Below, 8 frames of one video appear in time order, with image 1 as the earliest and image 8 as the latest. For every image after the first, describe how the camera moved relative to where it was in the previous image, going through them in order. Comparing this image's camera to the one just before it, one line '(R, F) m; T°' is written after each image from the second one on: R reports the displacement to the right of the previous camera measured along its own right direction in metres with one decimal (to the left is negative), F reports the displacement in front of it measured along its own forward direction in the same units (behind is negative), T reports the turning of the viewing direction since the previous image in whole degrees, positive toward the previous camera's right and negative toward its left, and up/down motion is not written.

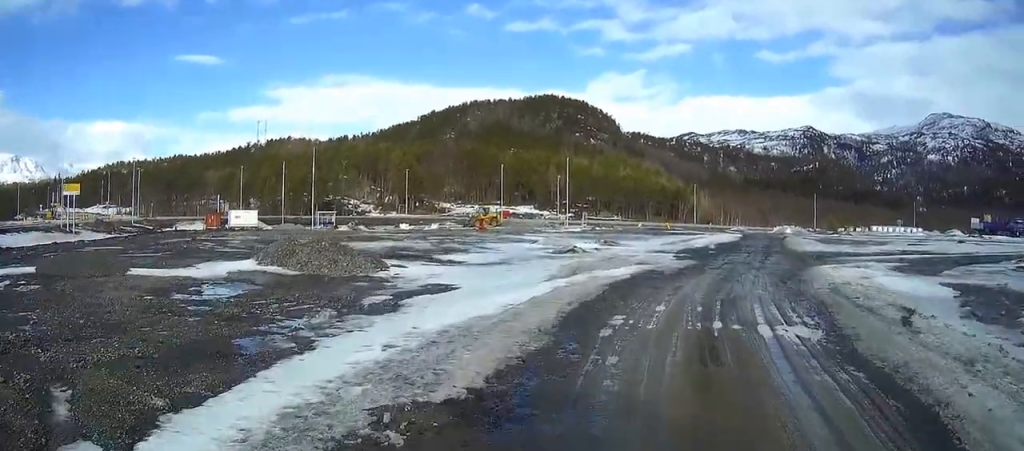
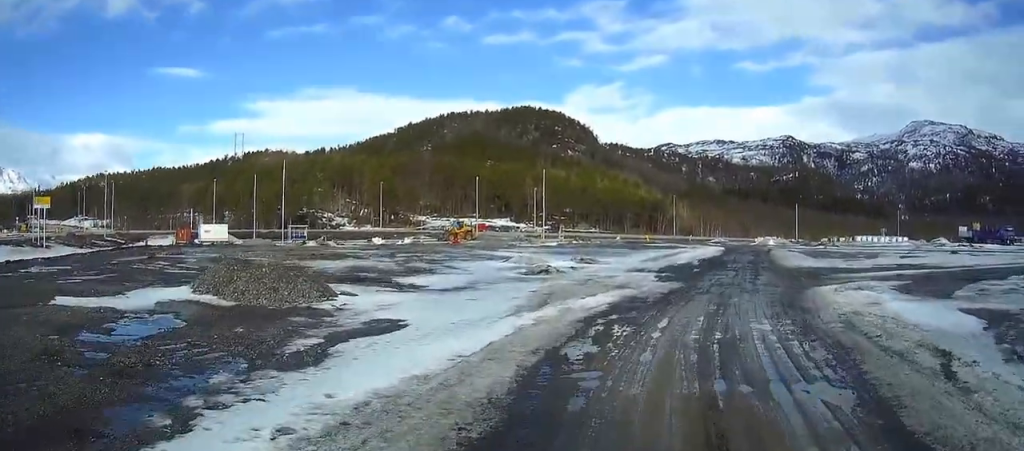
(0.0, +2.4) m; +3°
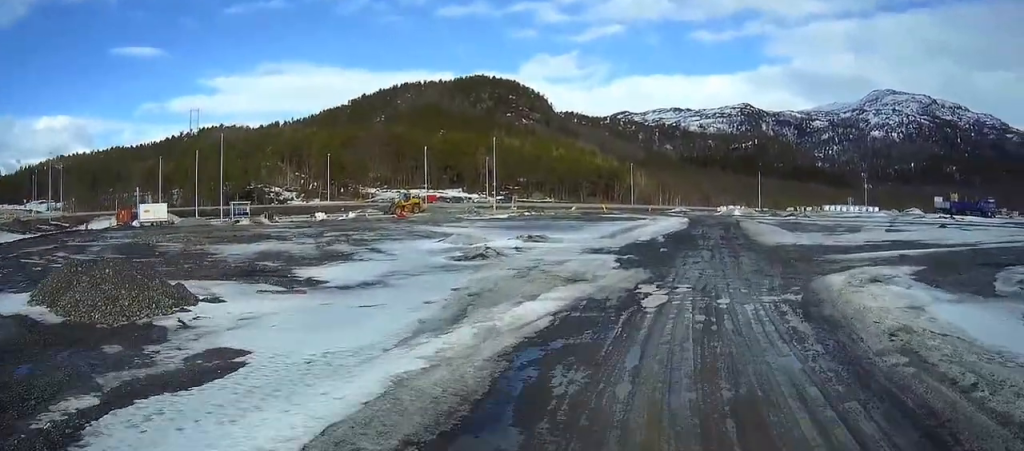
(+0.3, +5.0) m; +5°
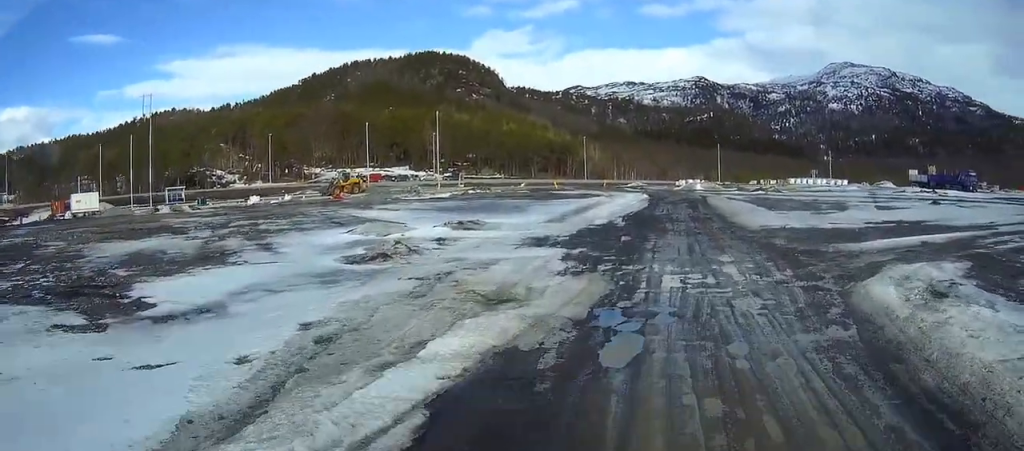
(+0.2, +6.3) m; +4°
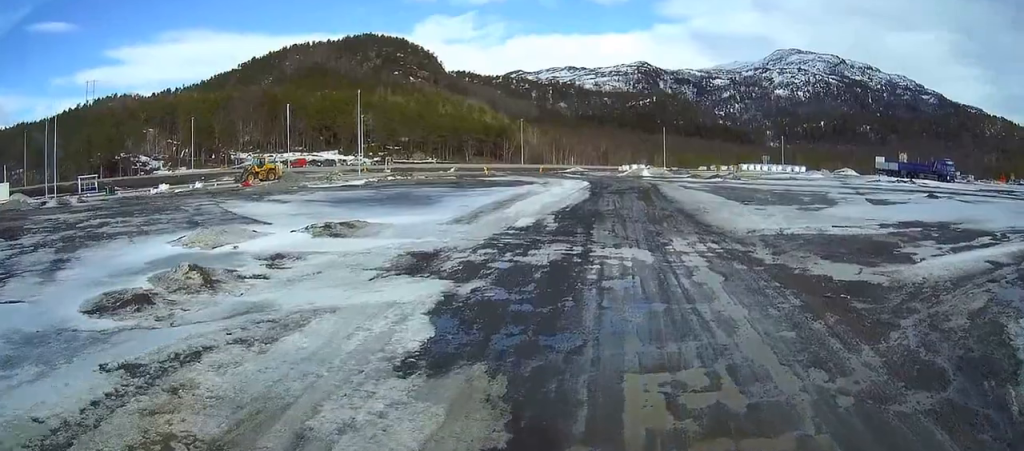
(+0.3, +8.5) m; +3°
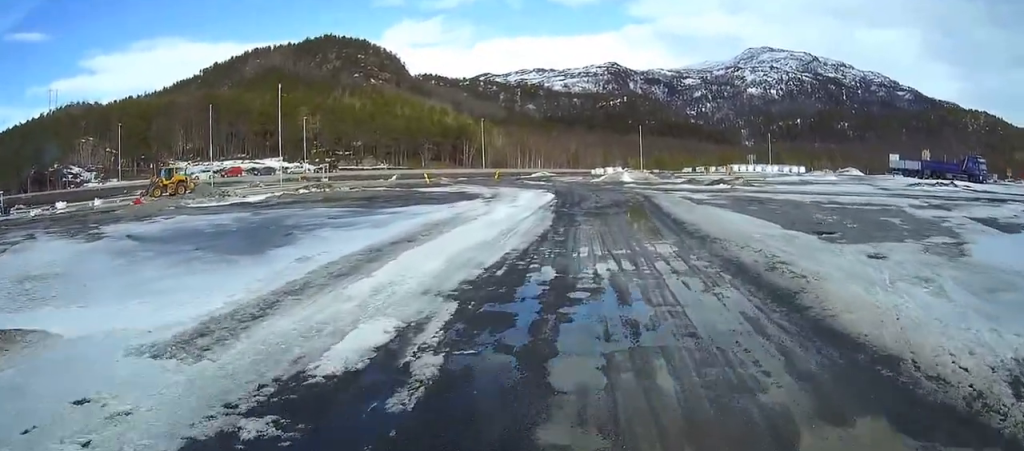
(+0.1, +15.2) m; -1°
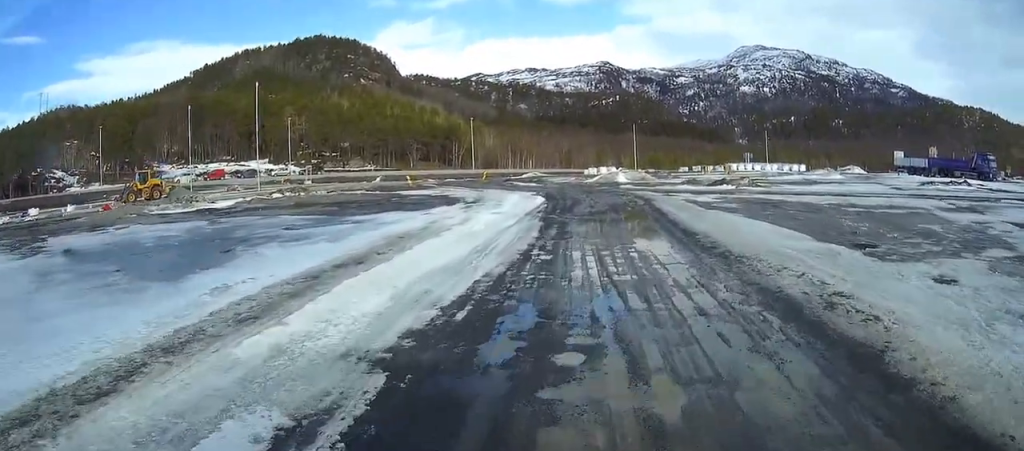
(0.0, +3.7) m; 0°
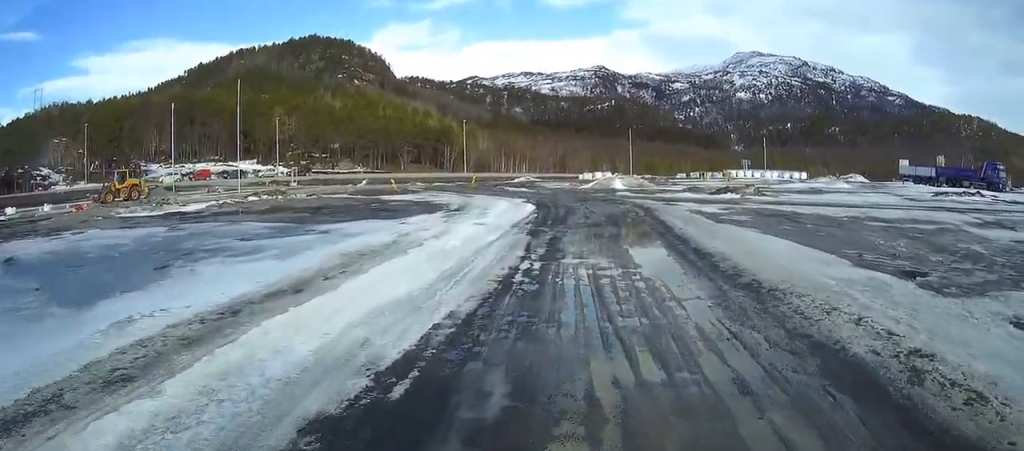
(+0.1, +3.1) m; +1°
